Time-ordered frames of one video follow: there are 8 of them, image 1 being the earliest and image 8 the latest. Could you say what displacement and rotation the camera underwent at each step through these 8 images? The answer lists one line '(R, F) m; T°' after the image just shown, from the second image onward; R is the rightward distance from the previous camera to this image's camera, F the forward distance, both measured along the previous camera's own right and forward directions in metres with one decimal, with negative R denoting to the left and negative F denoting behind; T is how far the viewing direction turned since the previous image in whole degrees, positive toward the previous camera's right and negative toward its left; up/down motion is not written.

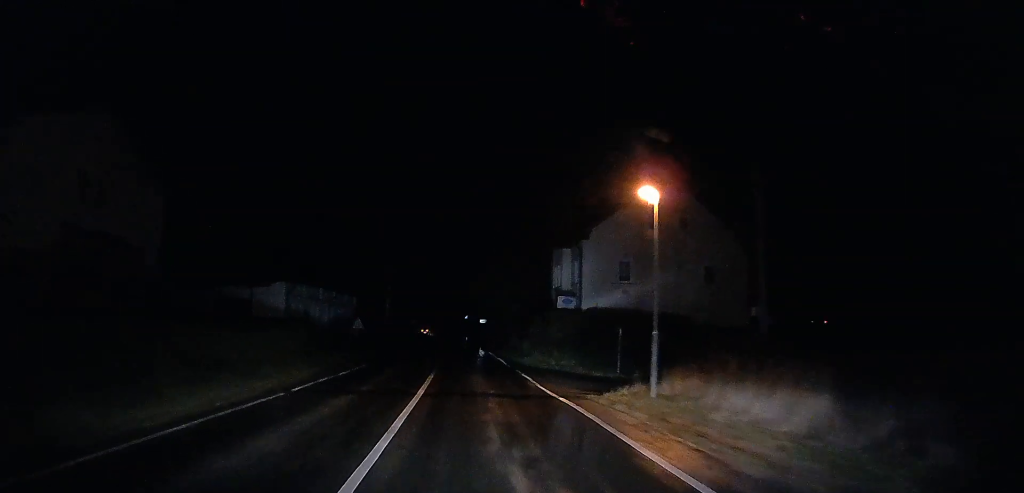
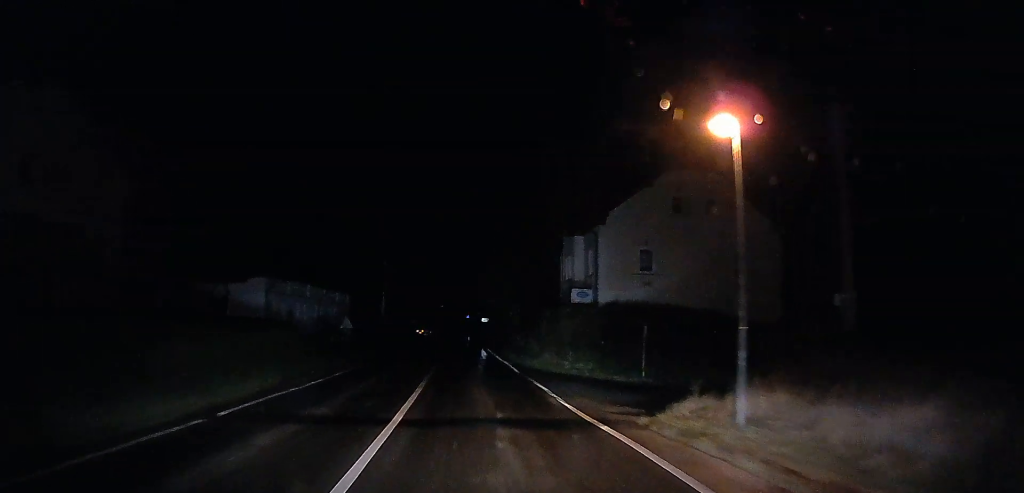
(0.0, +5.3) m; 0°
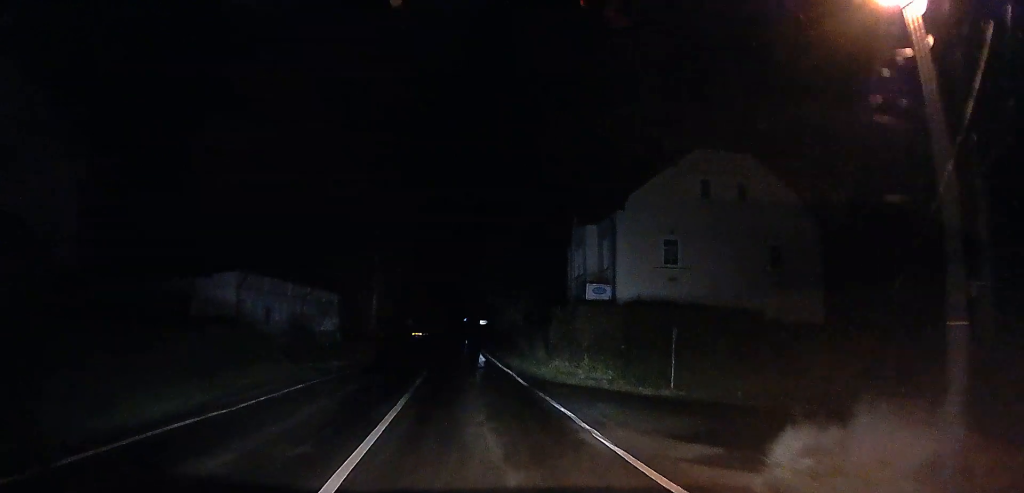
(0.0, +5.6) m; 0°
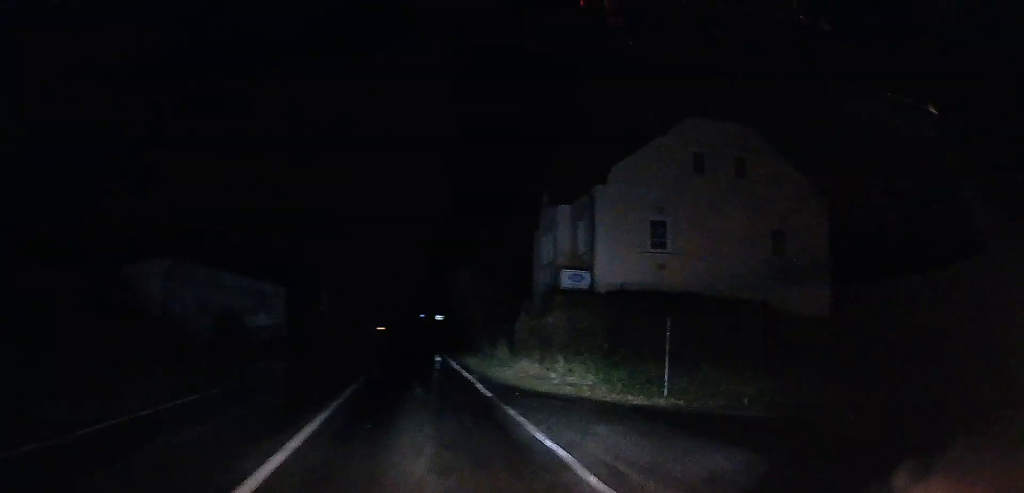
(0.0, +5.4) m; 0°
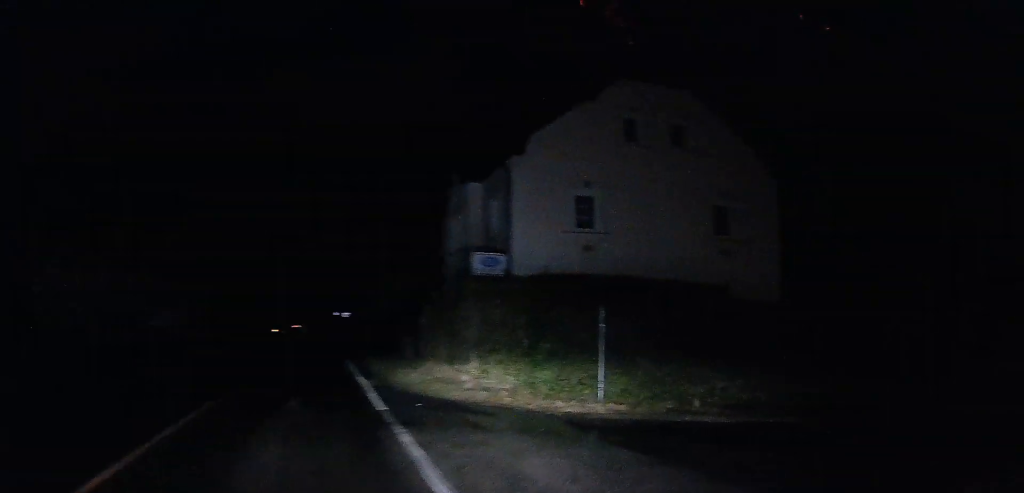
(0.0, +4.6) m; 0°
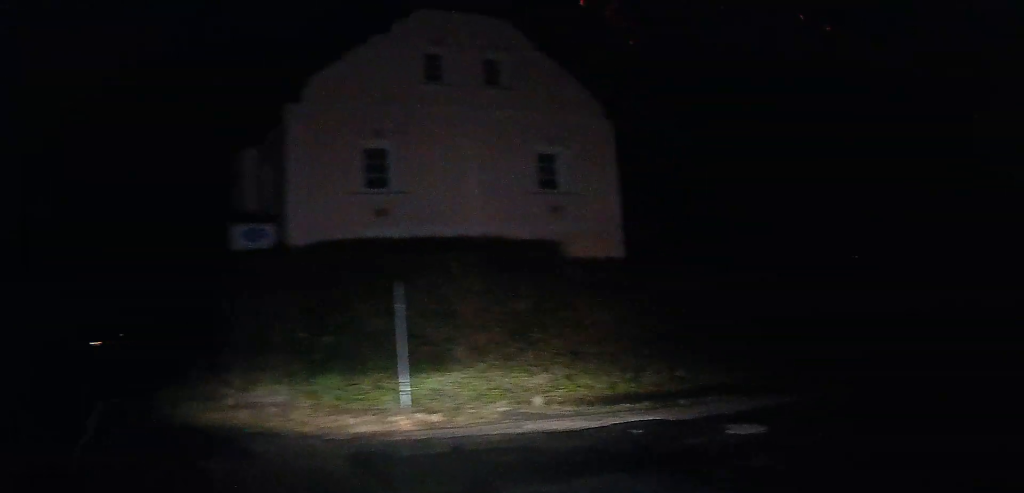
(0.0, +6.1) m; +10°
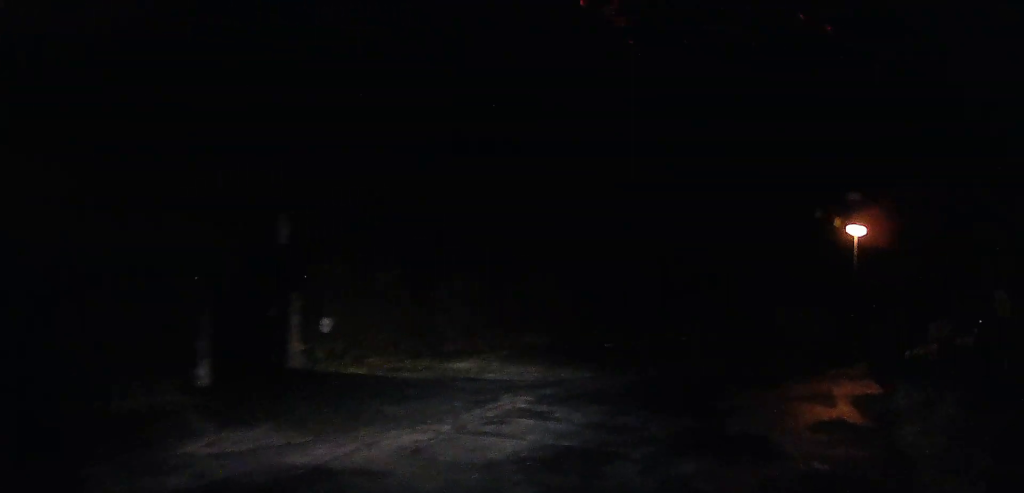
(+6.6, +10.0) m; +62°
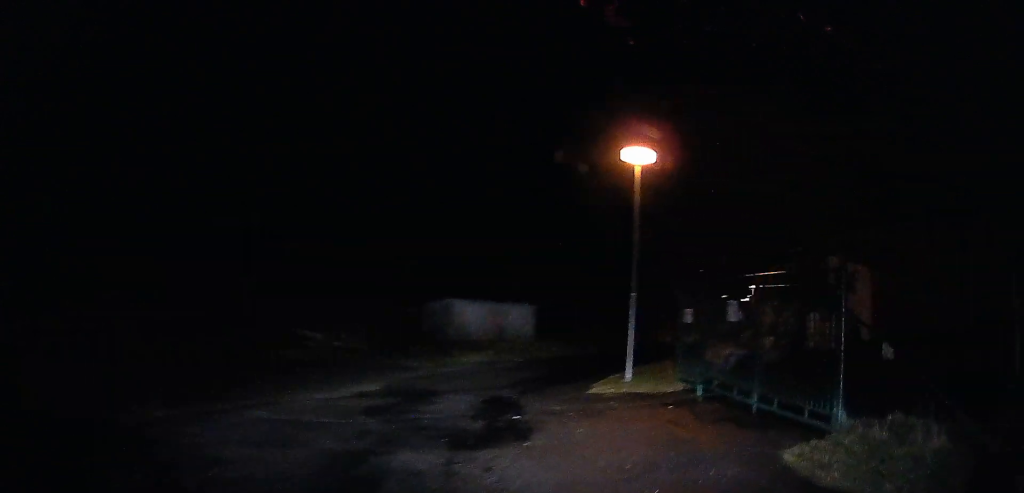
(+1.0, +11.1) m; +16°
